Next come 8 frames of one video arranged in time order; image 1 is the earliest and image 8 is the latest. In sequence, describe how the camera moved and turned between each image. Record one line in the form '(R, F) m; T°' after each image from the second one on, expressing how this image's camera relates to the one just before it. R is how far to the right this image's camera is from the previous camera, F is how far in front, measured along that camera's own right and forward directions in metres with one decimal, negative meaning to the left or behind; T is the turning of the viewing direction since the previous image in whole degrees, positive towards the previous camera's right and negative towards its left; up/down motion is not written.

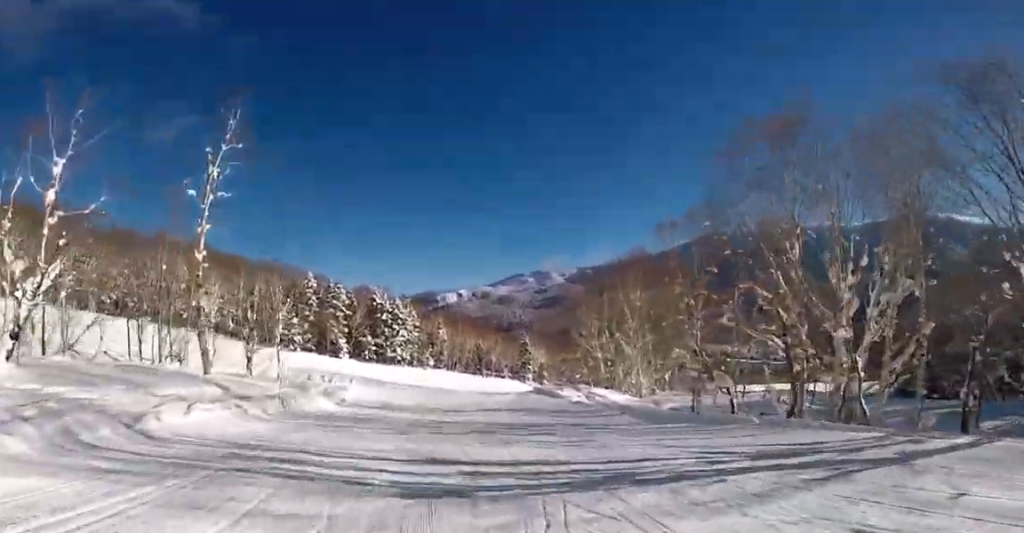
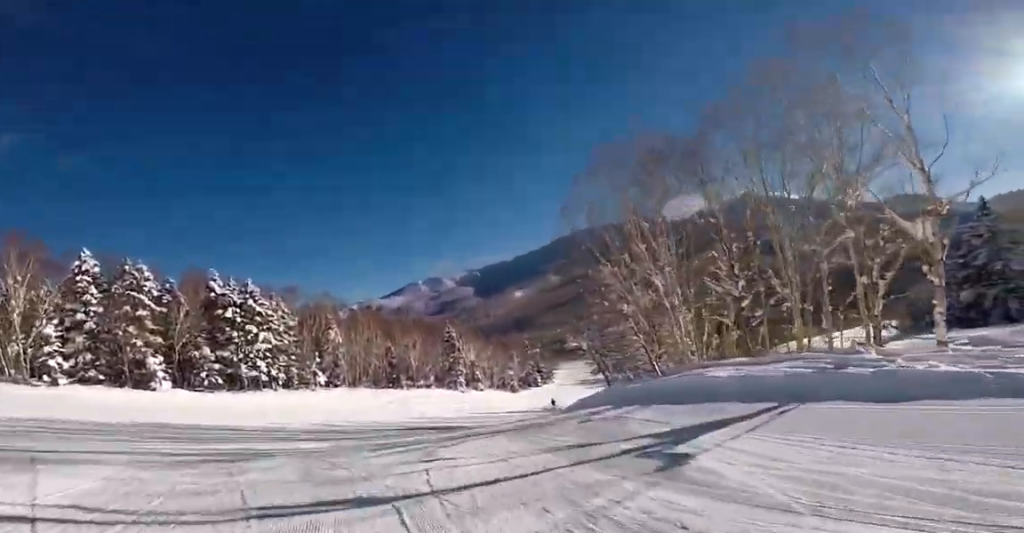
(+5.9, +27.8) m; +26°
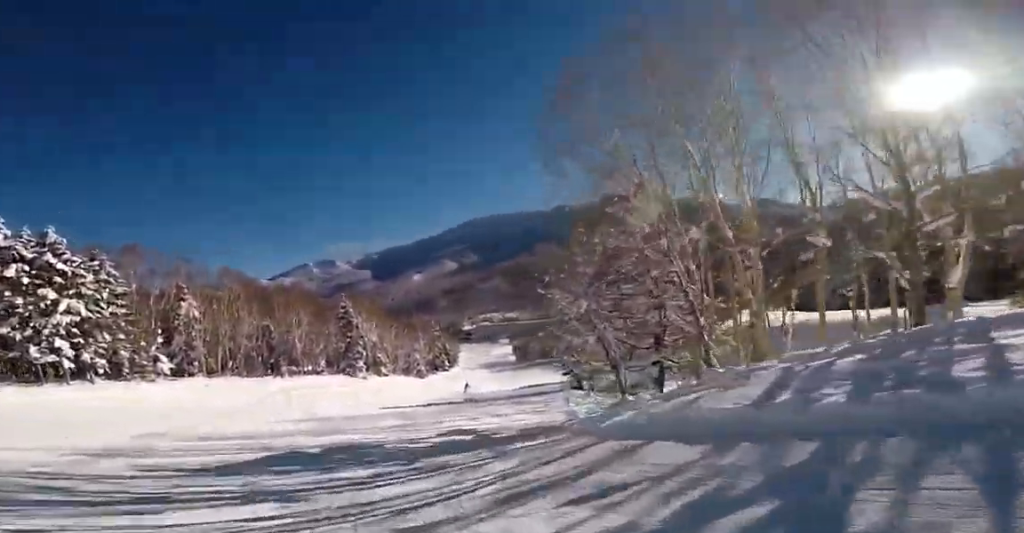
(+0.7, +12.6) m; +1°
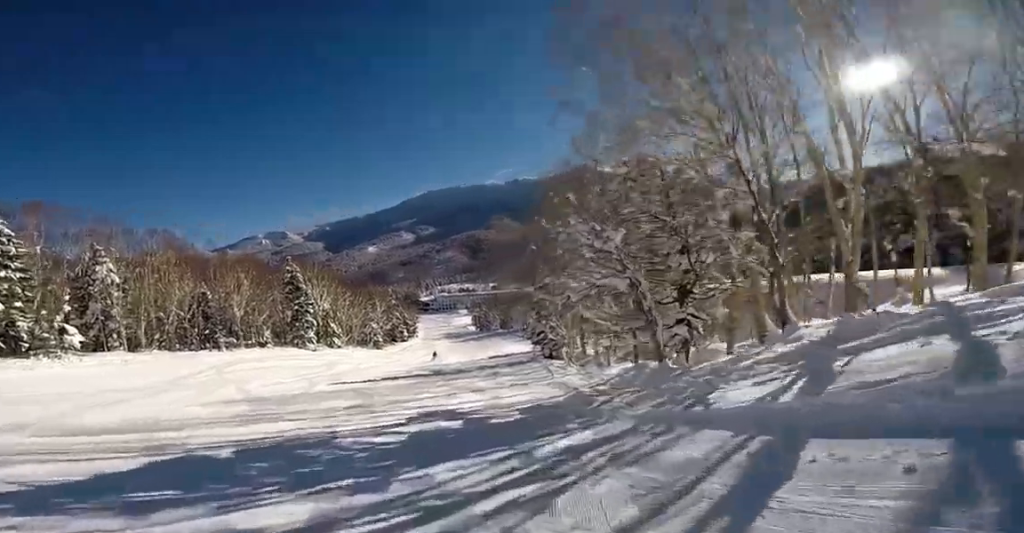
(-1.1, +5.4) m; +1°
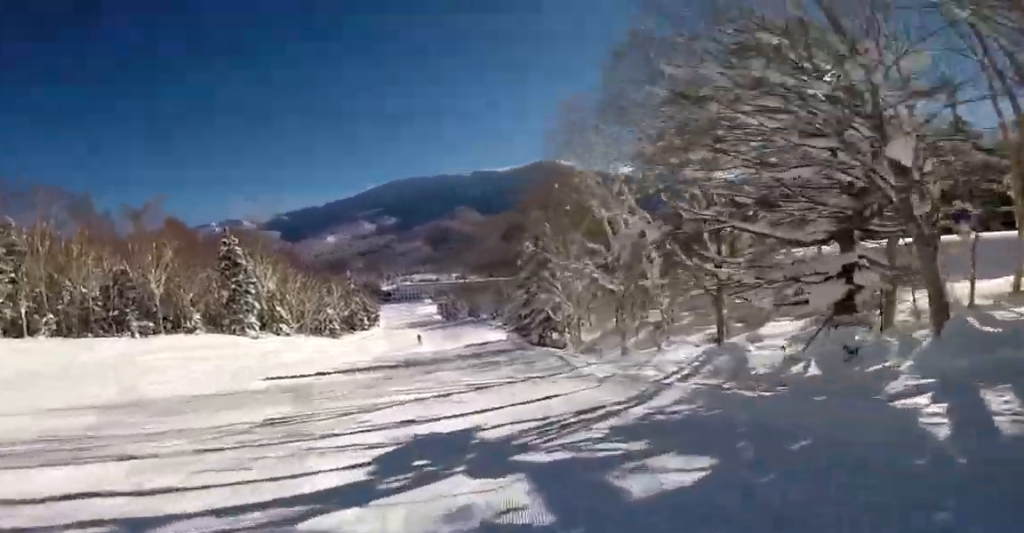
(+0.9, +8.4) m; +7°
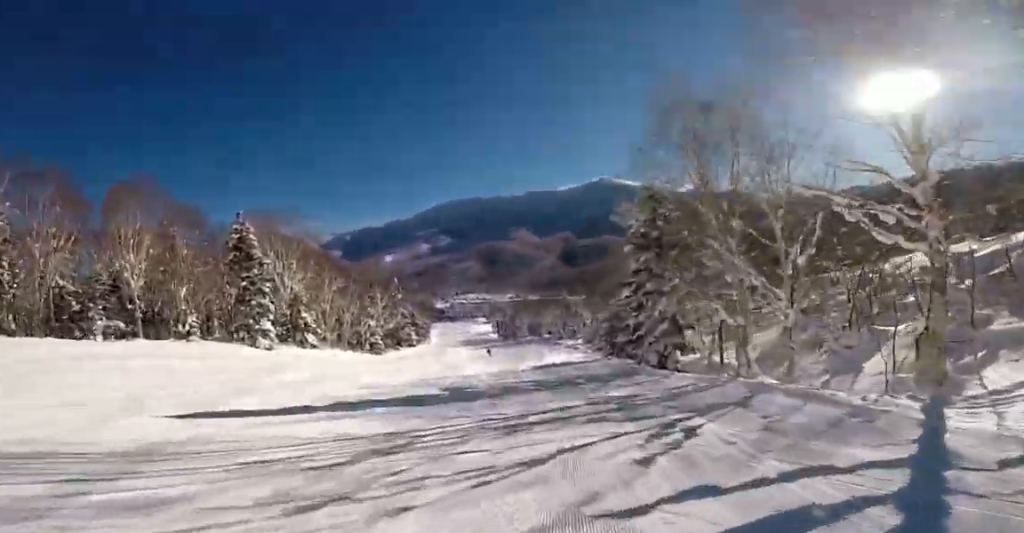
(+1.5, +12.7) m; +7°
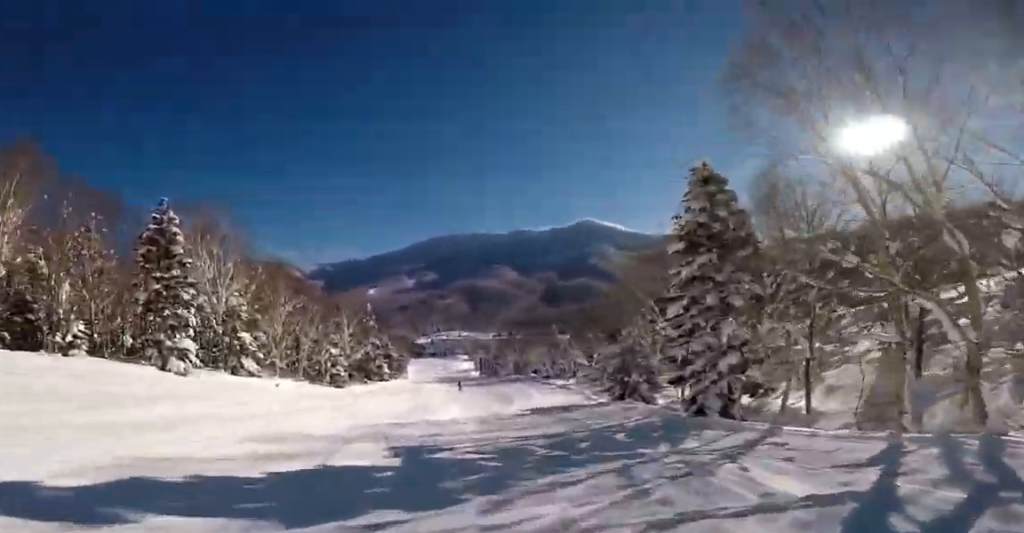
(0.0, +9.0) m; 0°
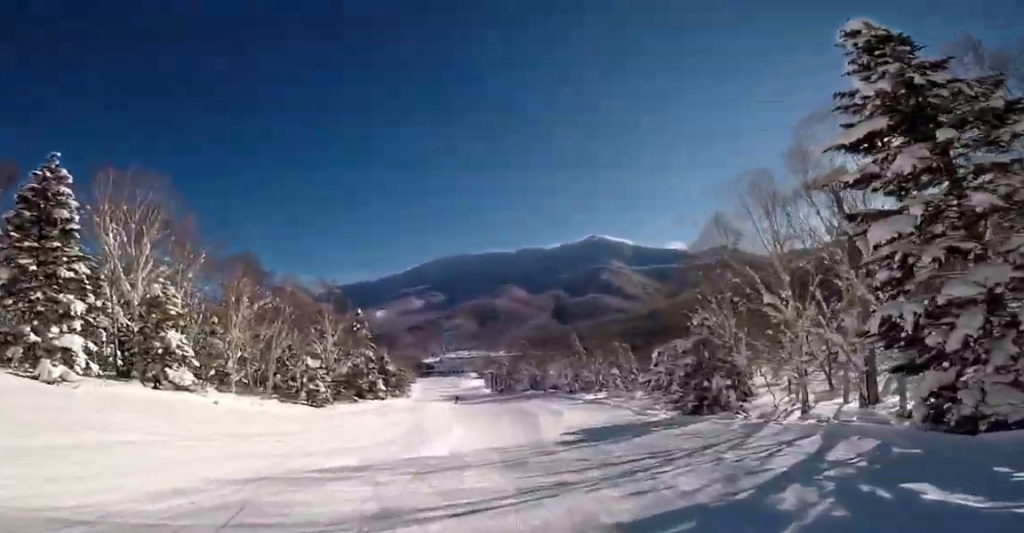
(0.0, +10.8) m; 0°
